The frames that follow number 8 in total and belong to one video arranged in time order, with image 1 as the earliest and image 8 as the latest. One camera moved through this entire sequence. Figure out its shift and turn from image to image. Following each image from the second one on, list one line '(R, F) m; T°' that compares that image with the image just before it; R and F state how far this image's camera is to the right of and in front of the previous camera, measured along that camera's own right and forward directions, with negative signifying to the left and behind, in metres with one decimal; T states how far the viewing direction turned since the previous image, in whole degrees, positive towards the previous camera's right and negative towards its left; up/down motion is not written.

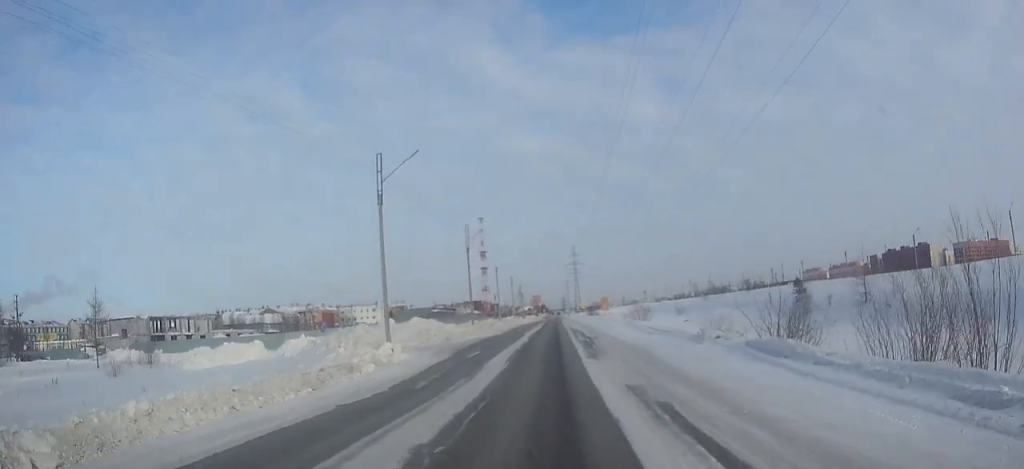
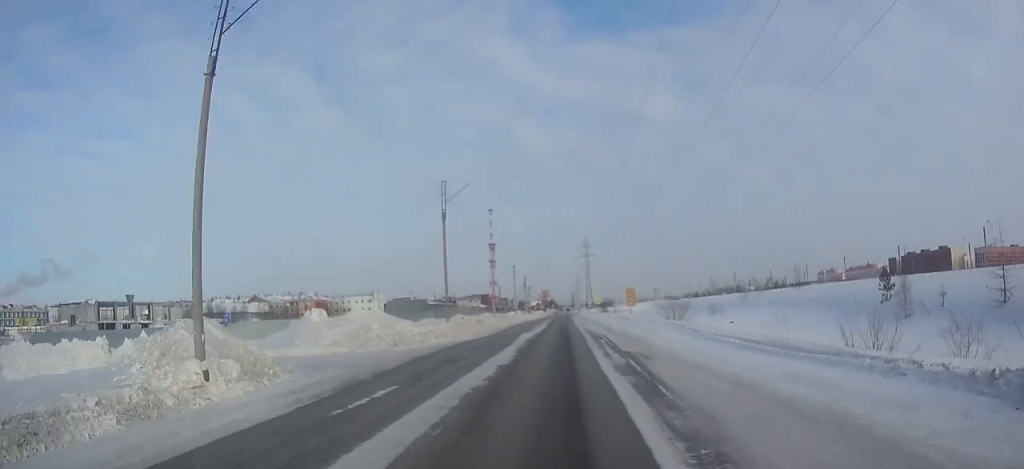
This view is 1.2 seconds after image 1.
(-0.1, +19.2) m; -1°
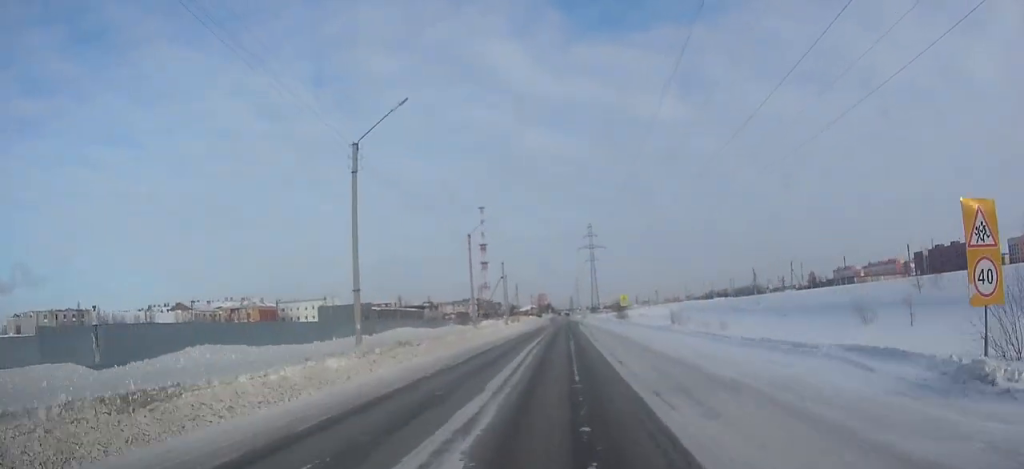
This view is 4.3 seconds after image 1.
(-0.1, +51.7) m; 0°
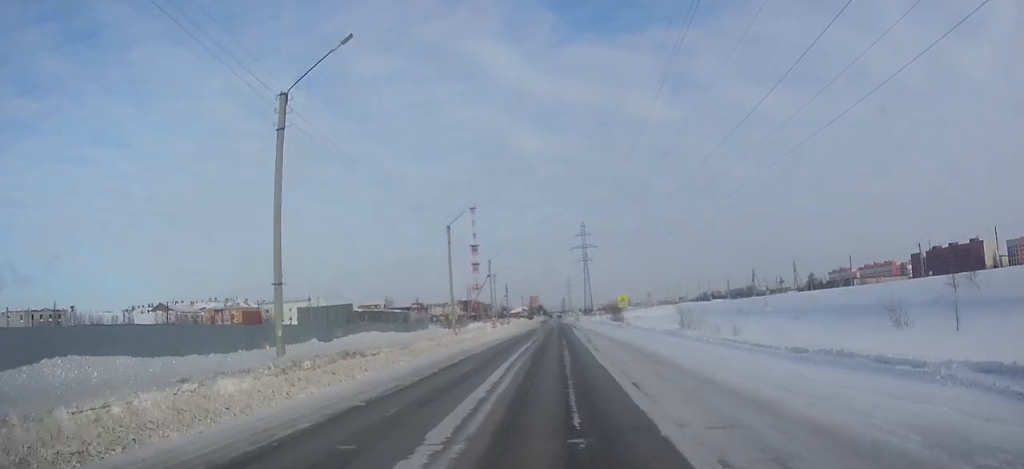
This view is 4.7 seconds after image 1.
(0.0, +6.6) m; 0°
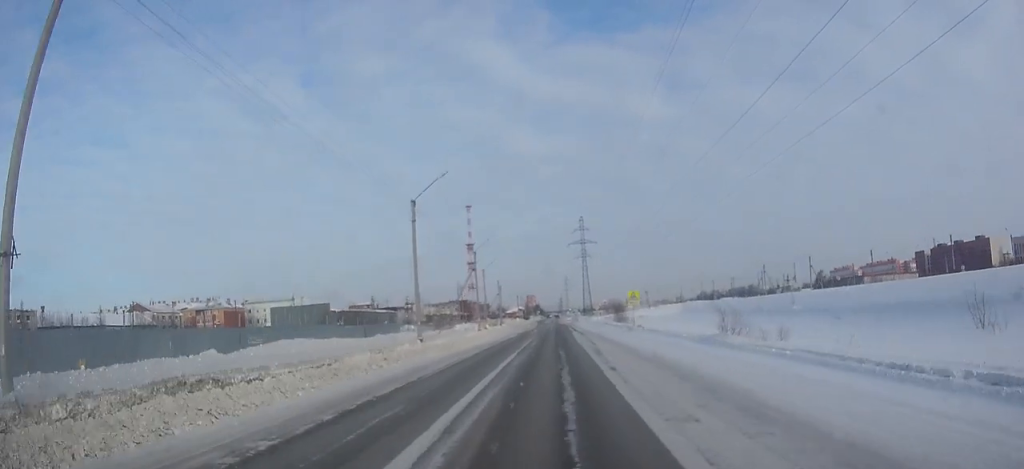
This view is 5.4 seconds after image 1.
(0.0, +11.1) m; 0°
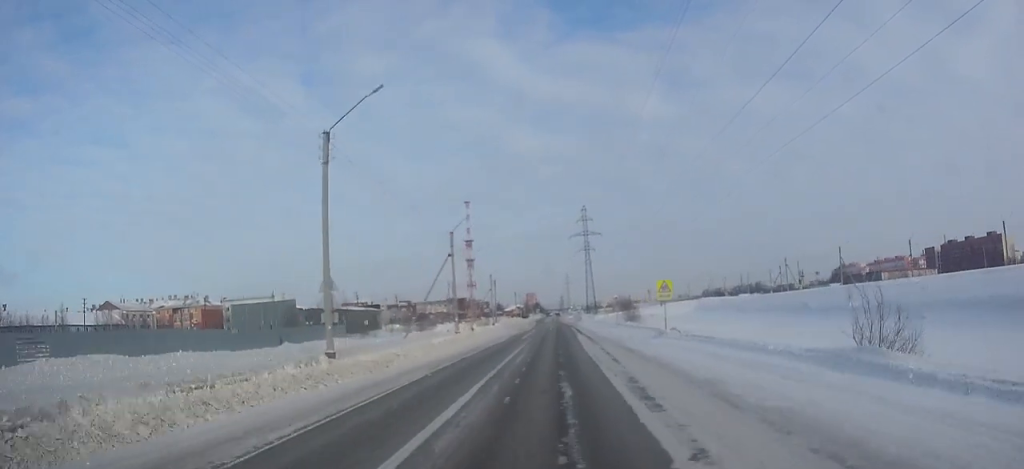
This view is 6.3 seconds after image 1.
(0.0, +14.9) m; 0°
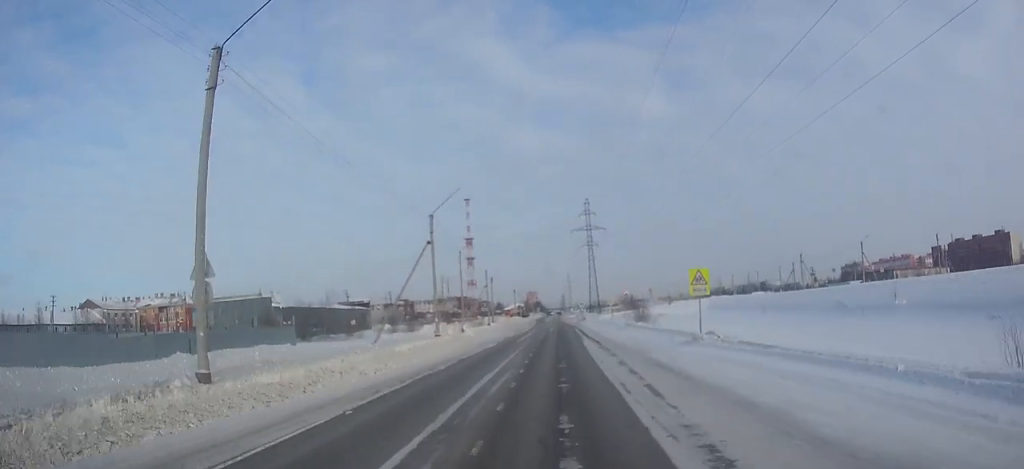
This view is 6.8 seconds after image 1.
(0.0, +8.9) m; 0°
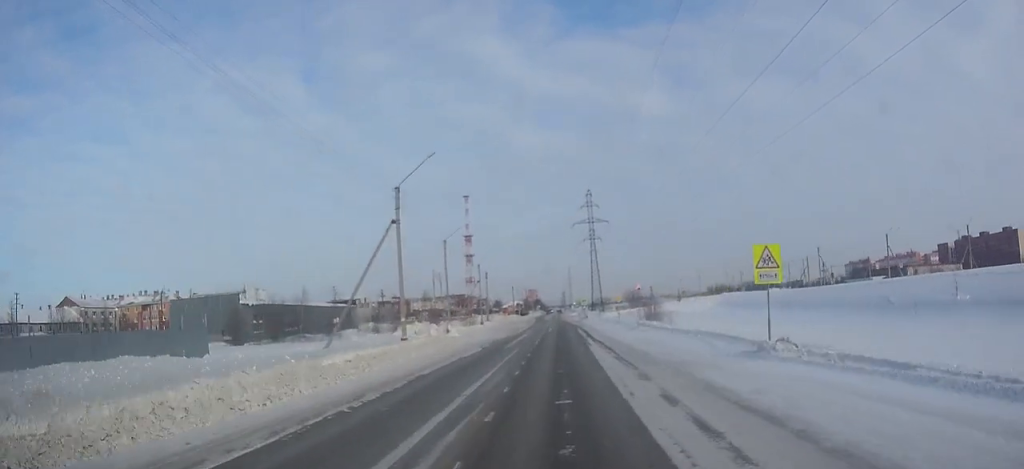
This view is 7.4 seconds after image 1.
(0.0, +9.5) m; 0°
